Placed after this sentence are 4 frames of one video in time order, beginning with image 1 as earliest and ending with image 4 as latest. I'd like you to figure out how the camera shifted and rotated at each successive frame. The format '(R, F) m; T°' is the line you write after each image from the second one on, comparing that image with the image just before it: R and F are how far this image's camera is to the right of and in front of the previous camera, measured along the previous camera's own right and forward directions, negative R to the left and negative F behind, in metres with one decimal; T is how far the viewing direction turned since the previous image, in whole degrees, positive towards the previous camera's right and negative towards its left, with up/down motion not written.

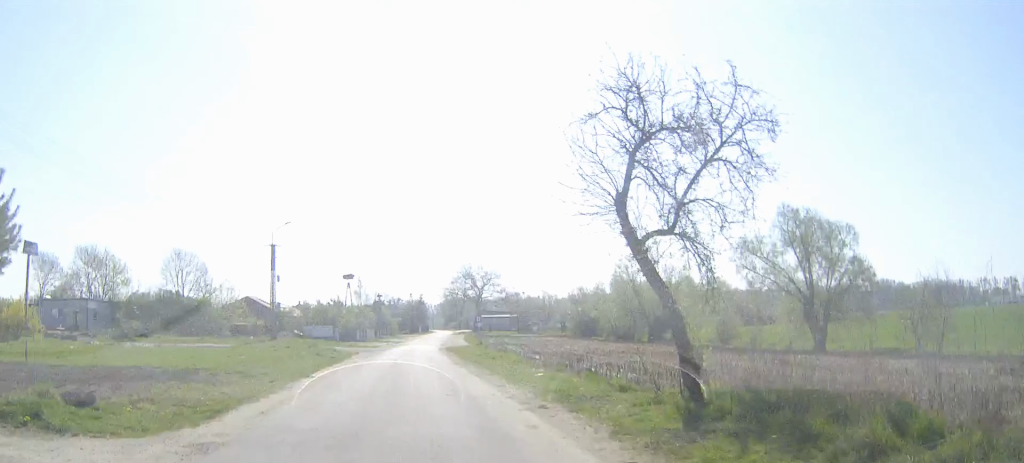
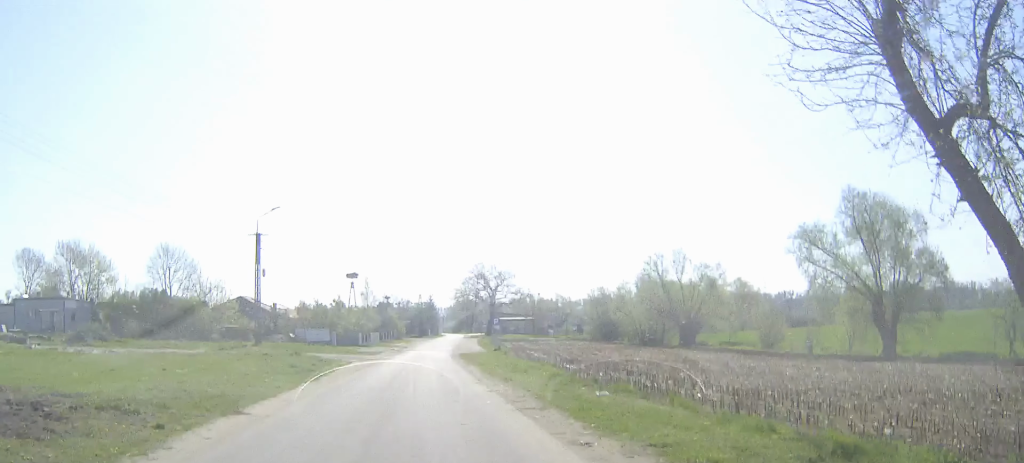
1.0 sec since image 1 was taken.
(-0.1, +8.4) m; -1°
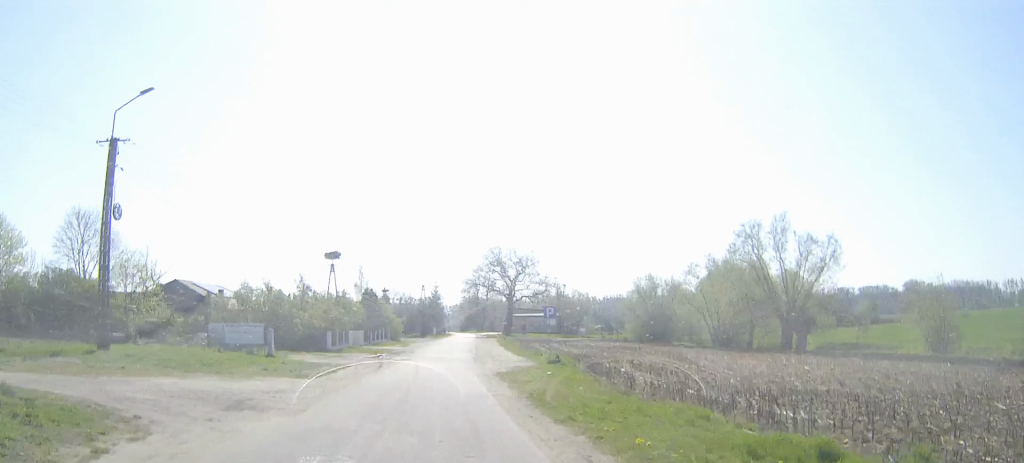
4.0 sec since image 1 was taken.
(-0.3, +25.1) m; -1°
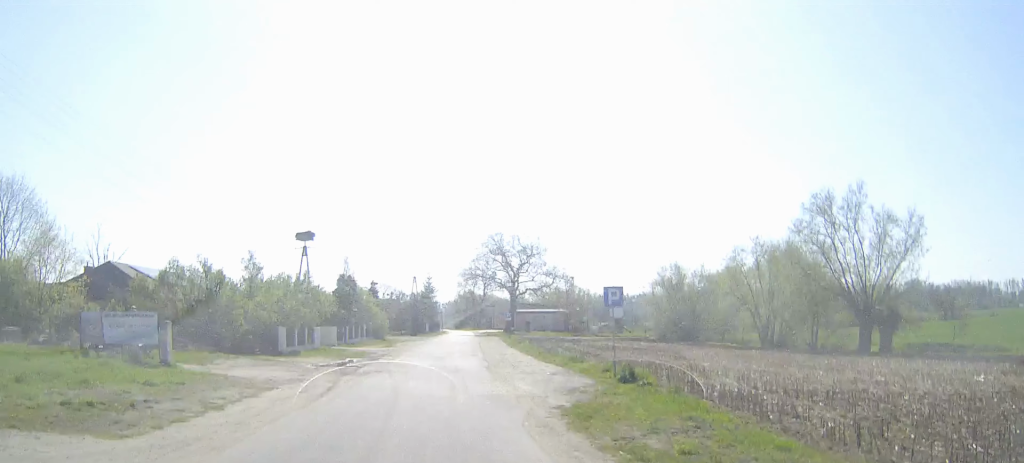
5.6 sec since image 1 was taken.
(0.0, +13.5) m; +1°
